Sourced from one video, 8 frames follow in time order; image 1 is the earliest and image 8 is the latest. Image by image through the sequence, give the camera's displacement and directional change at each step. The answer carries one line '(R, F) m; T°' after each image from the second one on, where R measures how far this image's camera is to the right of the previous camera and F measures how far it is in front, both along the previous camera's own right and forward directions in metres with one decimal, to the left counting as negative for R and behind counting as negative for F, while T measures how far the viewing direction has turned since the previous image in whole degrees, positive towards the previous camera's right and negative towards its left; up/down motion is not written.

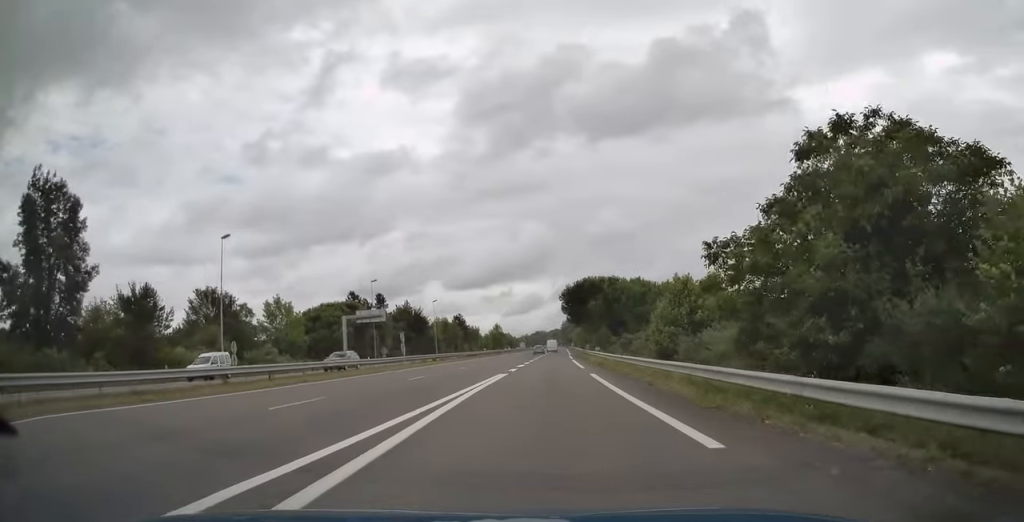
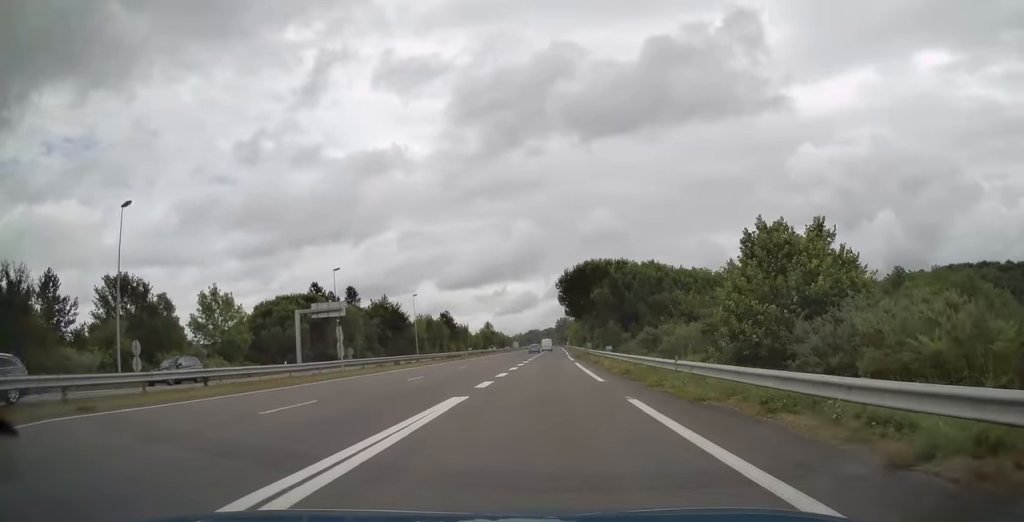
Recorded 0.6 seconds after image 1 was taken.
(0.0, +14.1) m; 0°
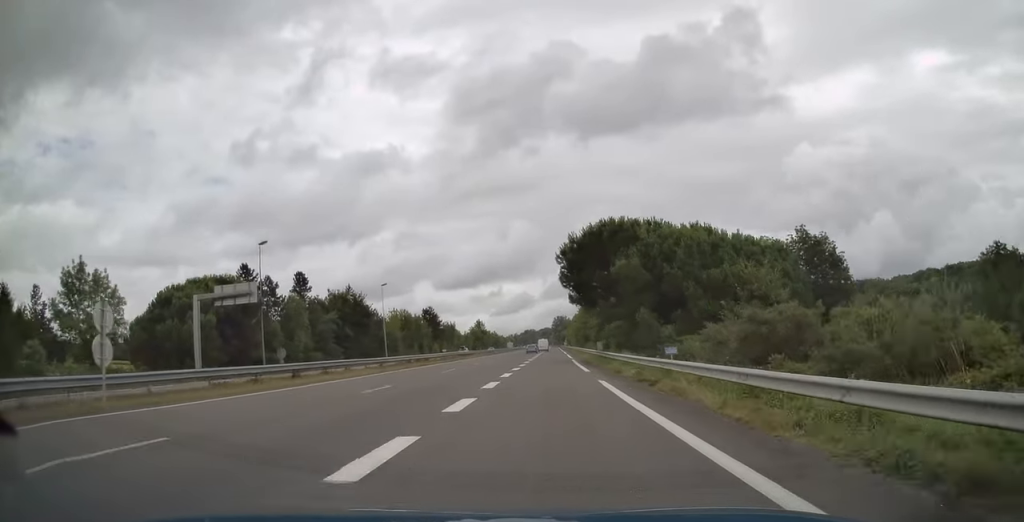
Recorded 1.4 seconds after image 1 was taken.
(0.0, +20.2) m; 0°
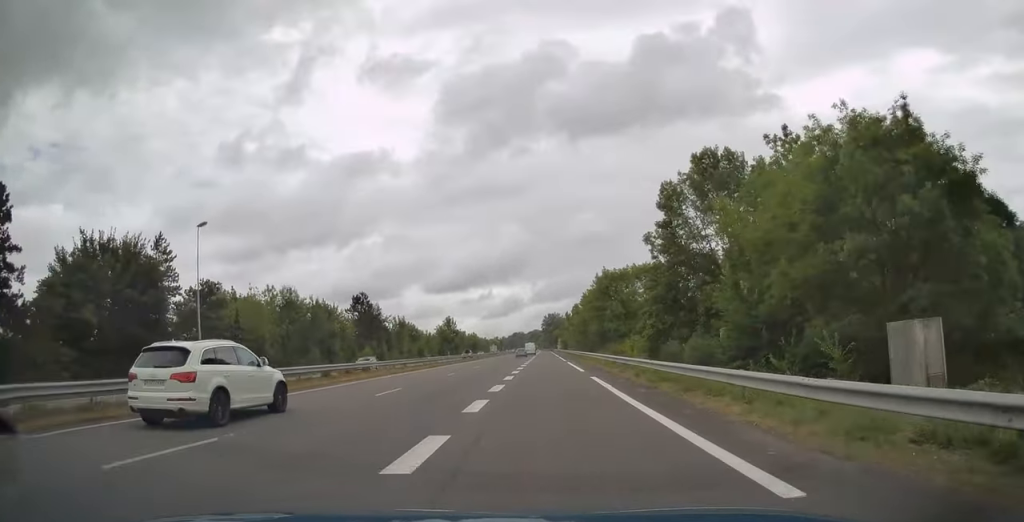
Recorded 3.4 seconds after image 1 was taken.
(+0.4, +51.7) m; +1°
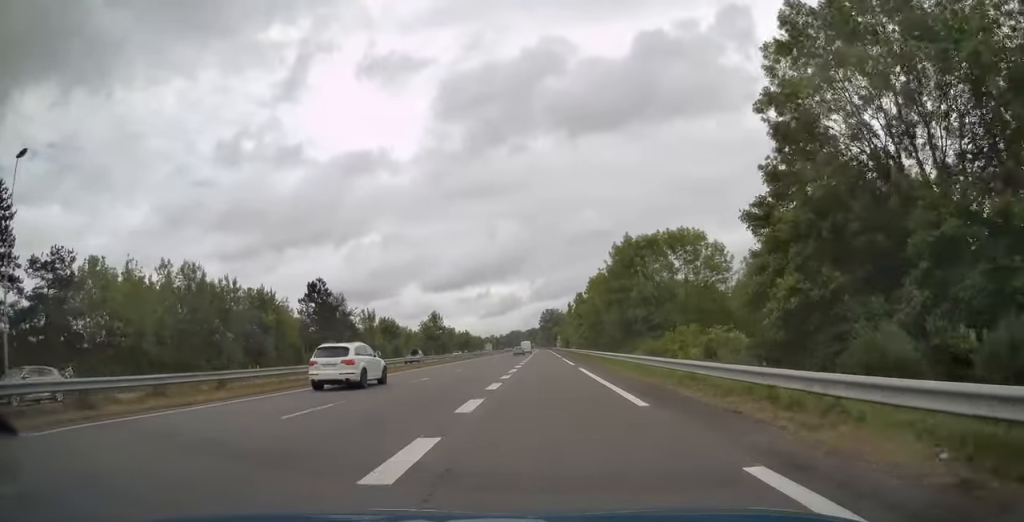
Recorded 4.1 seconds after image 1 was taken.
(-0.1, +20.5) m; 0°
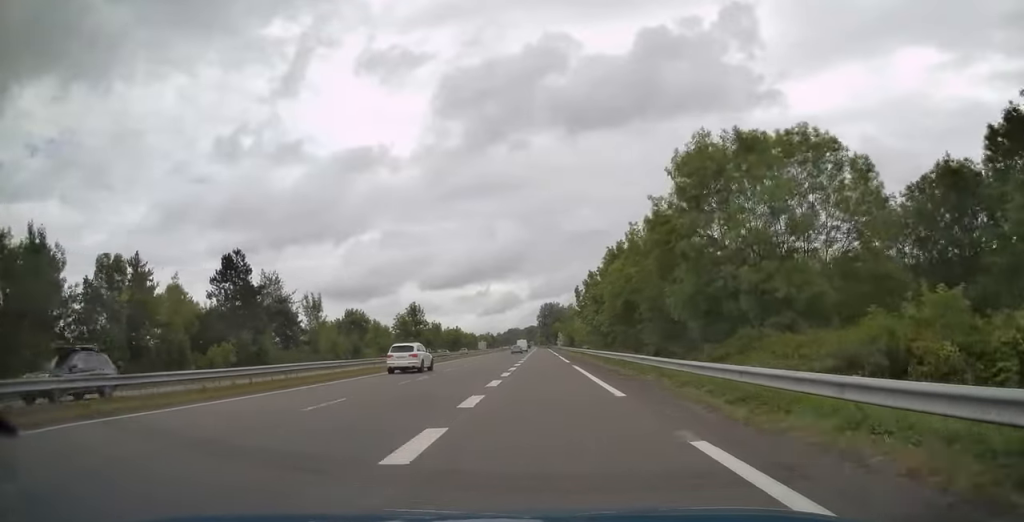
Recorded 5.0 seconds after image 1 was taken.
(+0.1, +25.1) m; +1°
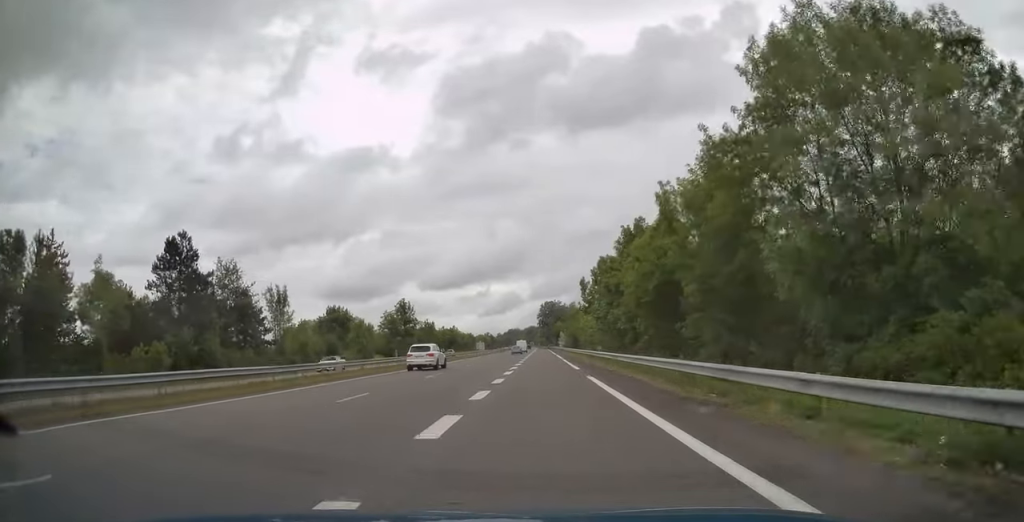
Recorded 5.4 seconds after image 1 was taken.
(+0.1, +11.2) m; 0°
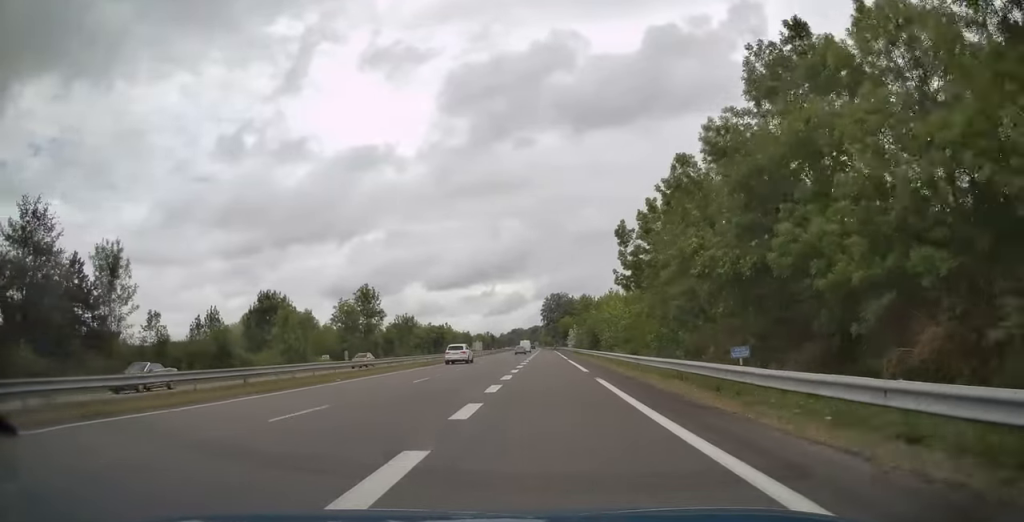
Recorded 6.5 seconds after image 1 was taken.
(0.0, +30.3) m; 0°
